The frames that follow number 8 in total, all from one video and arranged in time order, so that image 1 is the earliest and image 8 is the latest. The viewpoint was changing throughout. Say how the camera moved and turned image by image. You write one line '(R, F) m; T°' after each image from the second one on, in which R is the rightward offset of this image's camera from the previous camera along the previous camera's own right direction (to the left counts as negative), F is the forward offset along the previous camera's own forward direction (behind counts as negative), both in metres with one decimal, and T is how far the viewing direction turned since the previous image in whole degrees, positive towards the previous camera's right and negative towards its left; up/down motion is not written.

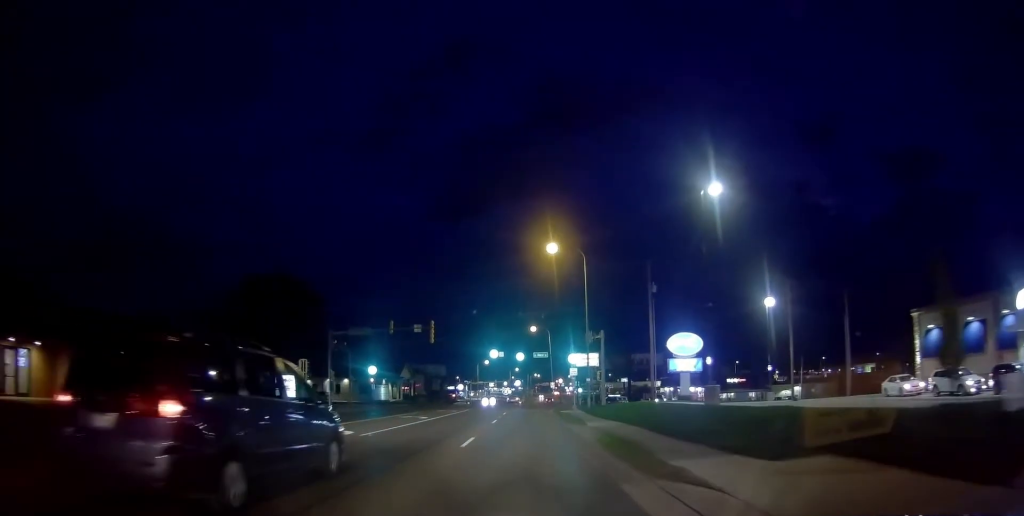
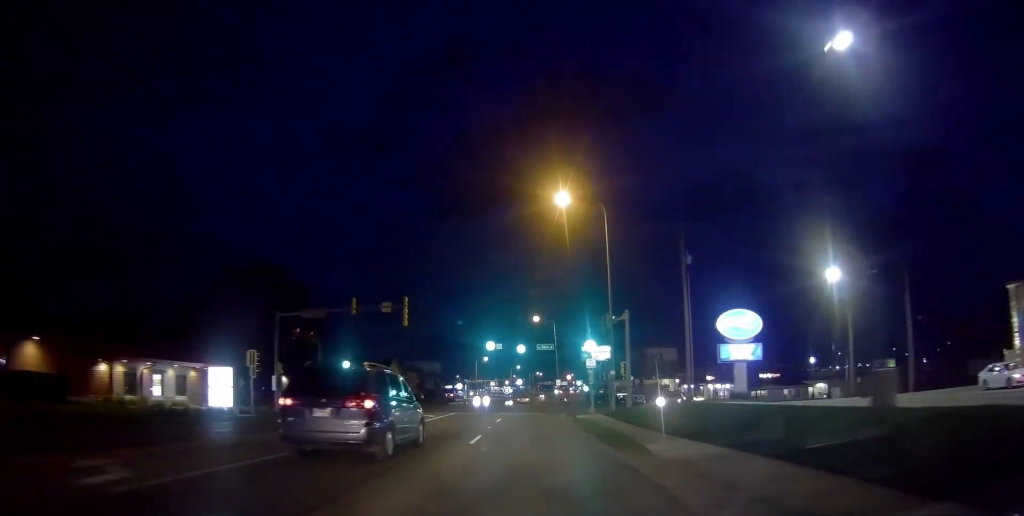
(+0.2, +10.2) m; +1°
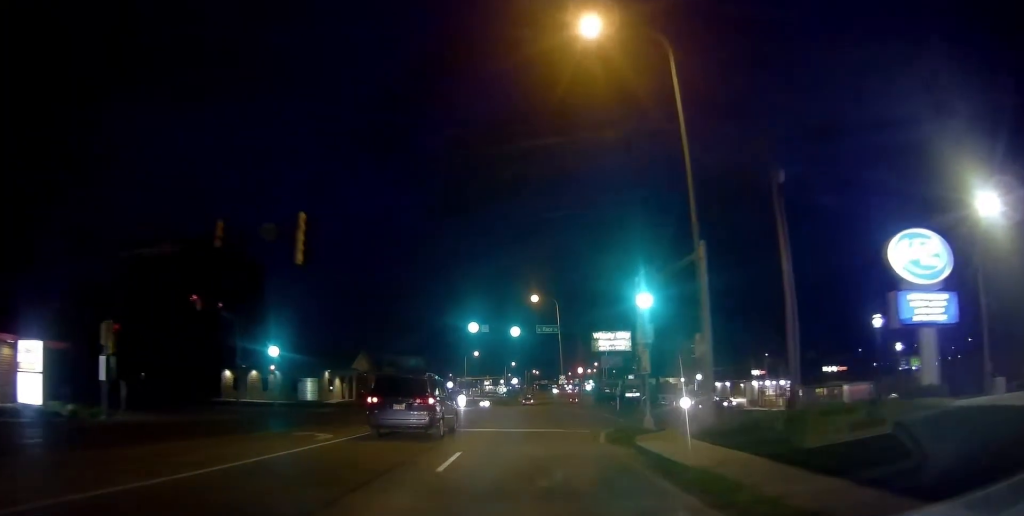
(-0.3, +16.4) m; -3°
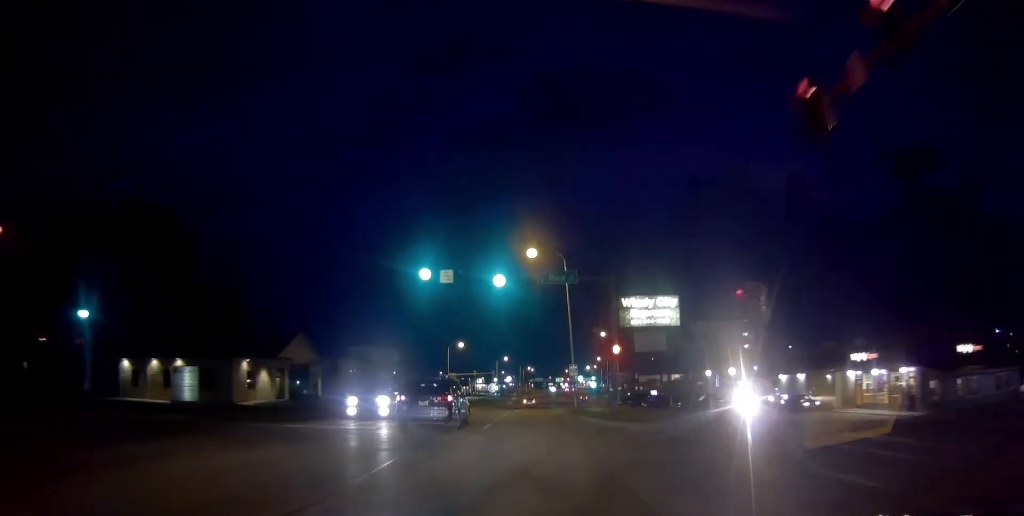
(+0.1, +20.2) m; +2°
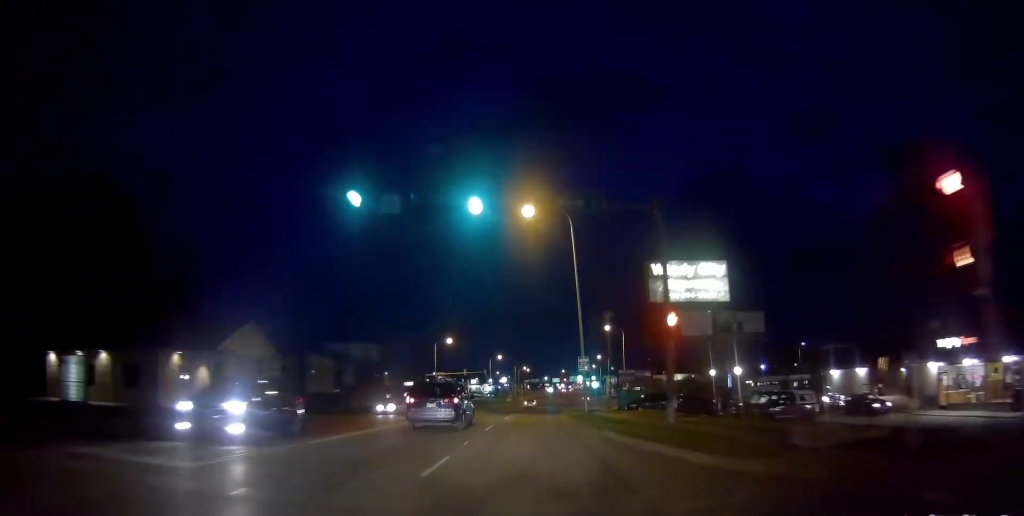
(+0.1, +11.0) m; +1°
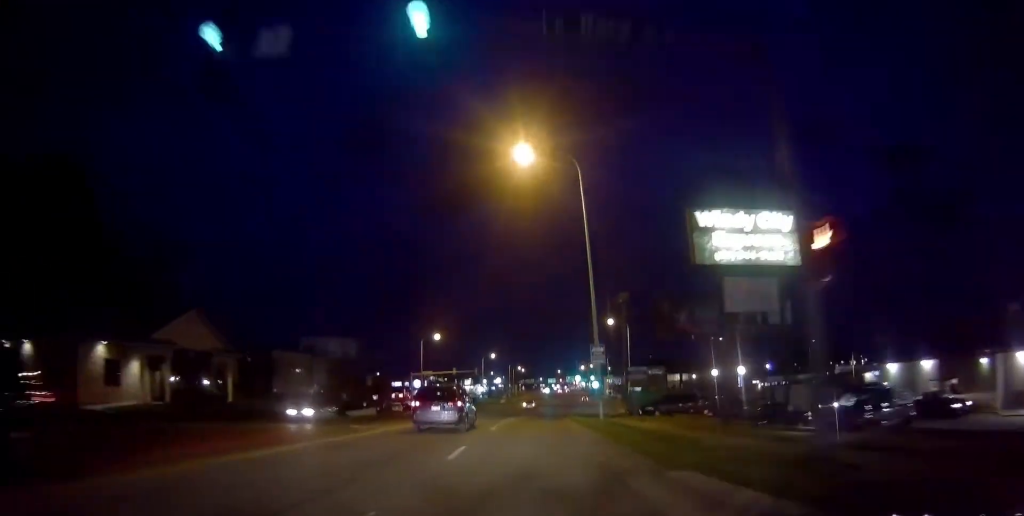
(0.0, +8.9) m; 0°
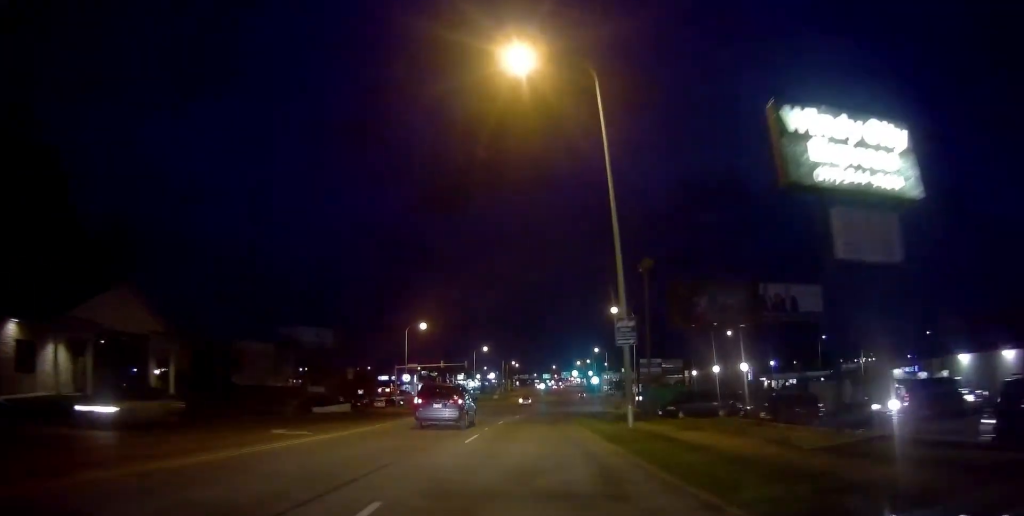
(0.0, +8.1) m; +1°
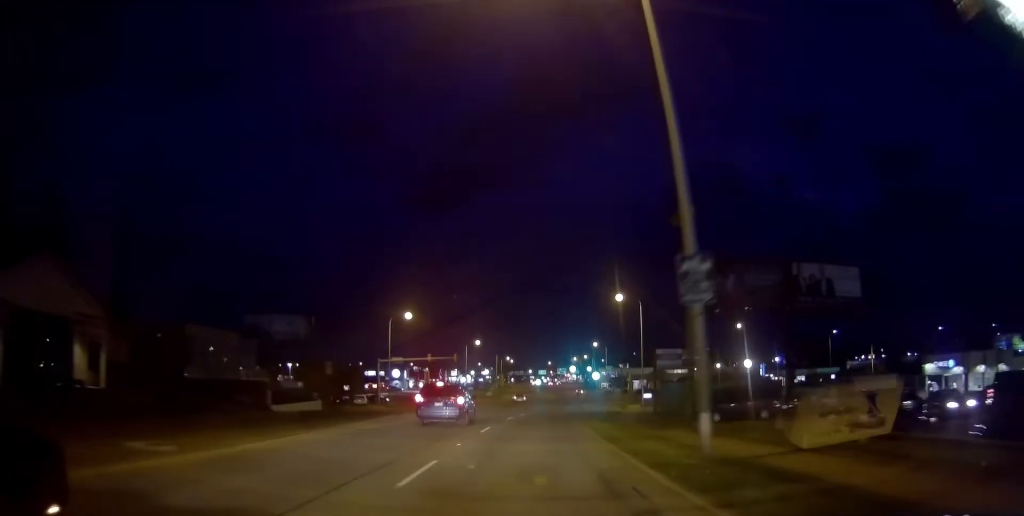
(+0.1, +7.7) m; +1°
